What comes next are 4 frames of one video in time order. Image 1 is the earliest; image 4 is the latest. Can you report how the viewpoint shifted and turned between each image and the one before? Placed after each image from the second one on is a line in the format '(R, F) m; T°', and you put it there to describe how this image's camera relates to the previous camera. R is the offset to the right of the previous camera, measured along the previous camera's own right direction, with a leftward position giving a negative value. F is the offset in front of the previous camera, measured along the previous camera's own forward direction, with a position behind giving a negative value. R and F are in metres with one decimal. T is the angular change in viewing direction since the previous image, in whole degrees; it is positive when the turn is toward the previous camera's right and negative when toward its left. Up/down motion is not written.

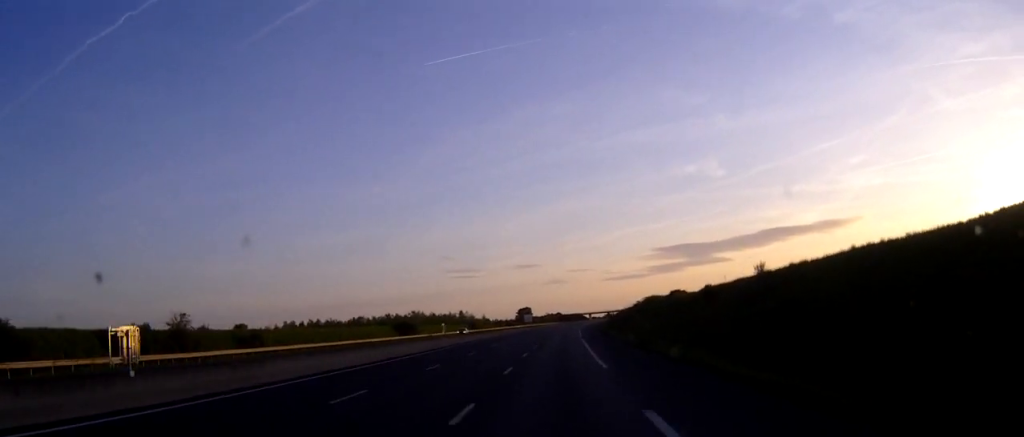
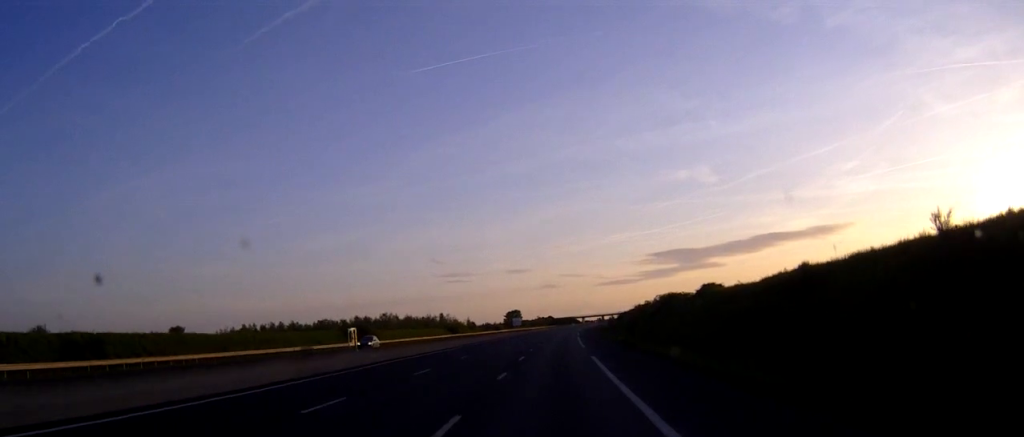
(+0.1, +27.9) m; 0°
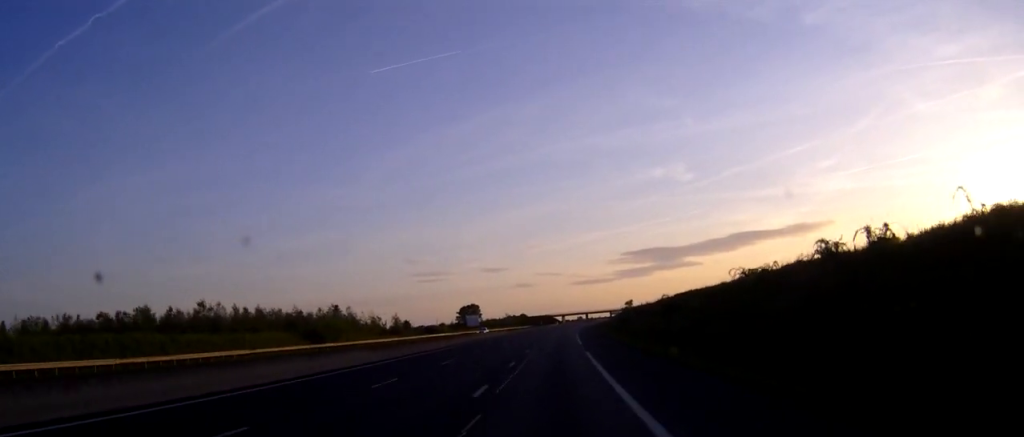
(+1.8, +96.1) m; +2°
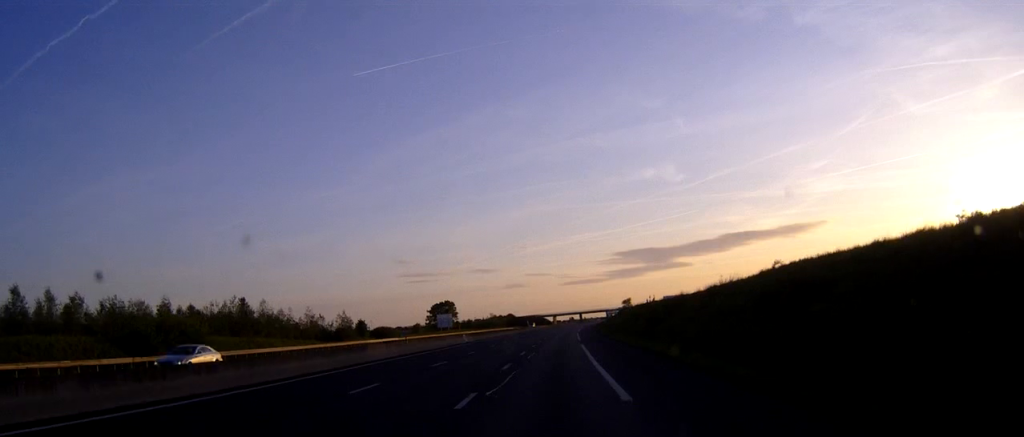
(+0.3, +41.3) m; +1°
